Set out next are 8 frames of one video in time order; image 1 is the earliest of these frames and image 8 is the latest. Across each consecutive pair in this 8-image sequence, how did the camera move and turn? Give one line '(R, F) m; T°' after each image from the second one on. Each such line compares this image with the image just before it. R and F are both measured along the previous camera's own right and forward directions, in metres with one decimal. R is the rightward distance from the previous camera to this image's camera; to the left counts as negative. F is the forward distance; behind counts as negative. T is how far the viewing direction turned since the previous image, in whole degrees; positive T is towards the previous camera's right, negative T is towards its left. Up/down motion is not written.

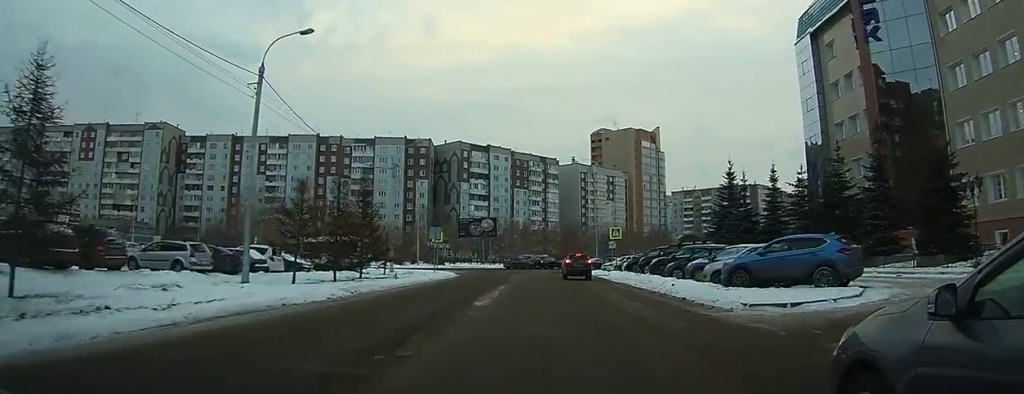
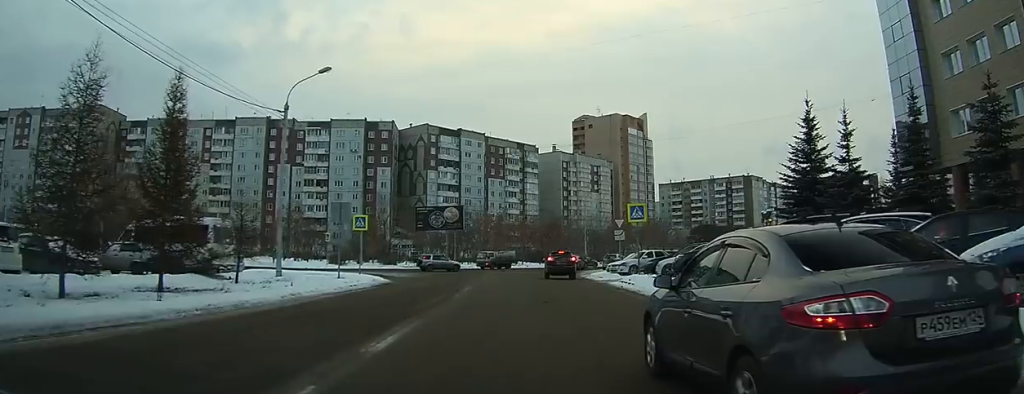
(+0.4, +18.4) m; +1°
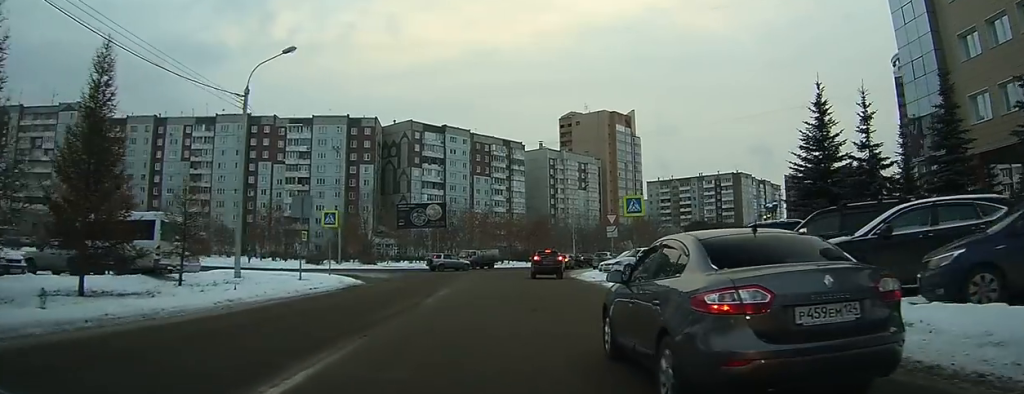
(0.0, +3.2) m; 0°
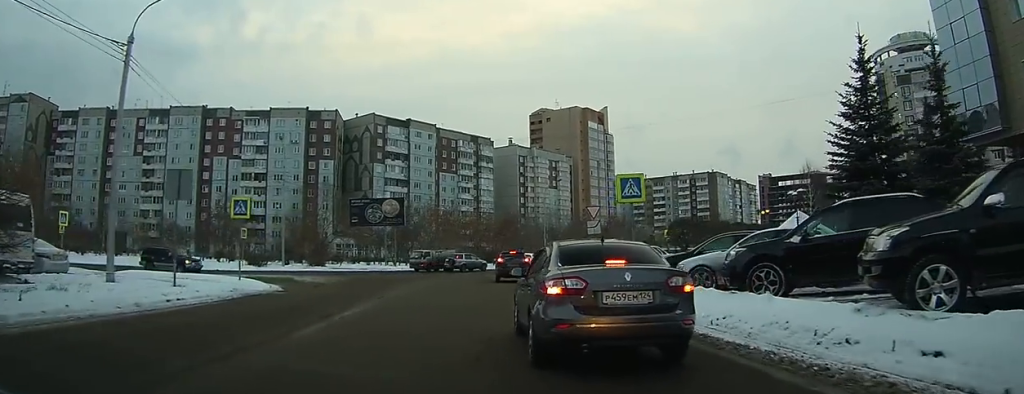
(+0.1, +7.3) m; +3°
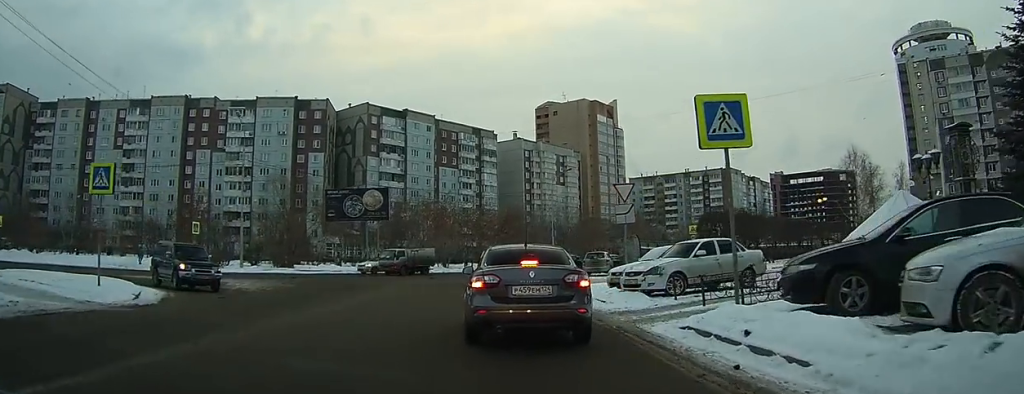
(+0.3, +9.7) m; +2°
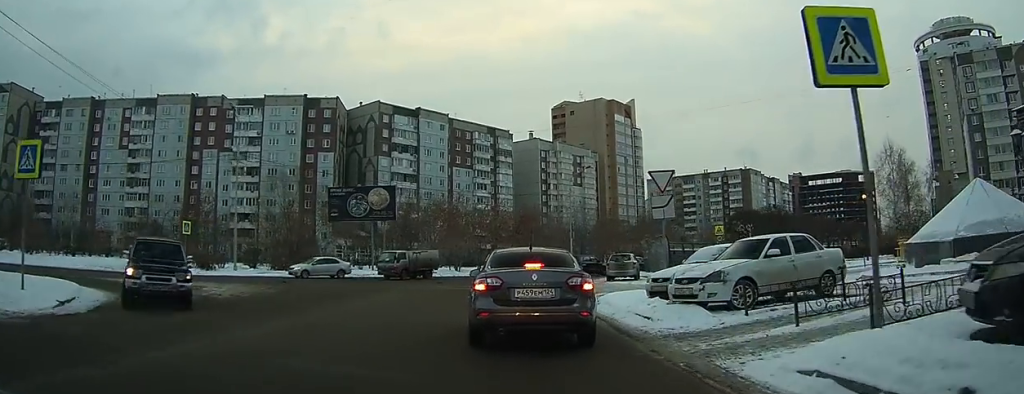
(0.0, +3.6) m; +1°
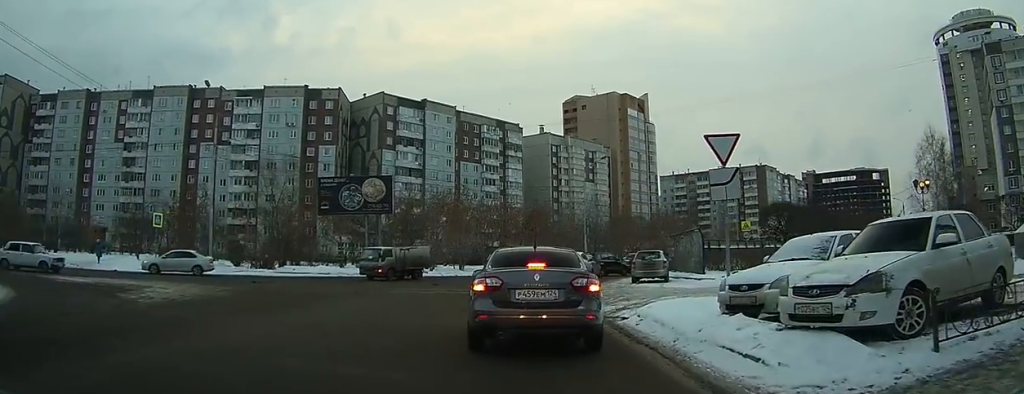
(+0.1, +4.9) m; +3°
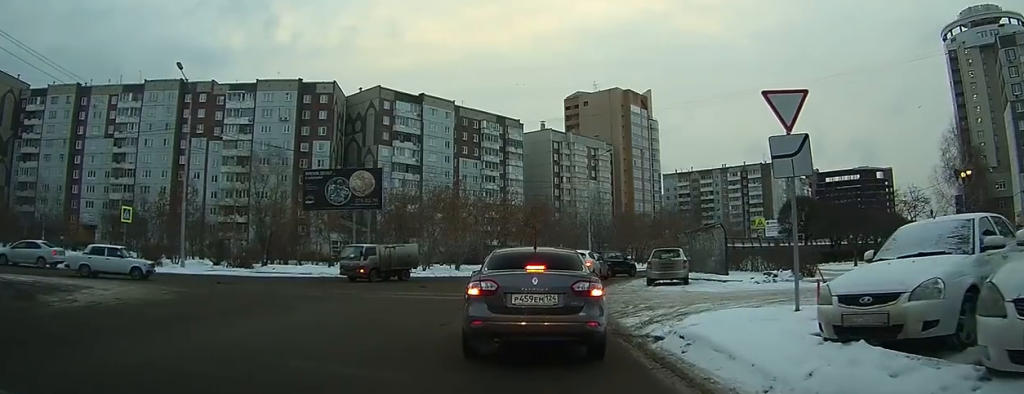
(+0.1, +3.8) m; +3°
